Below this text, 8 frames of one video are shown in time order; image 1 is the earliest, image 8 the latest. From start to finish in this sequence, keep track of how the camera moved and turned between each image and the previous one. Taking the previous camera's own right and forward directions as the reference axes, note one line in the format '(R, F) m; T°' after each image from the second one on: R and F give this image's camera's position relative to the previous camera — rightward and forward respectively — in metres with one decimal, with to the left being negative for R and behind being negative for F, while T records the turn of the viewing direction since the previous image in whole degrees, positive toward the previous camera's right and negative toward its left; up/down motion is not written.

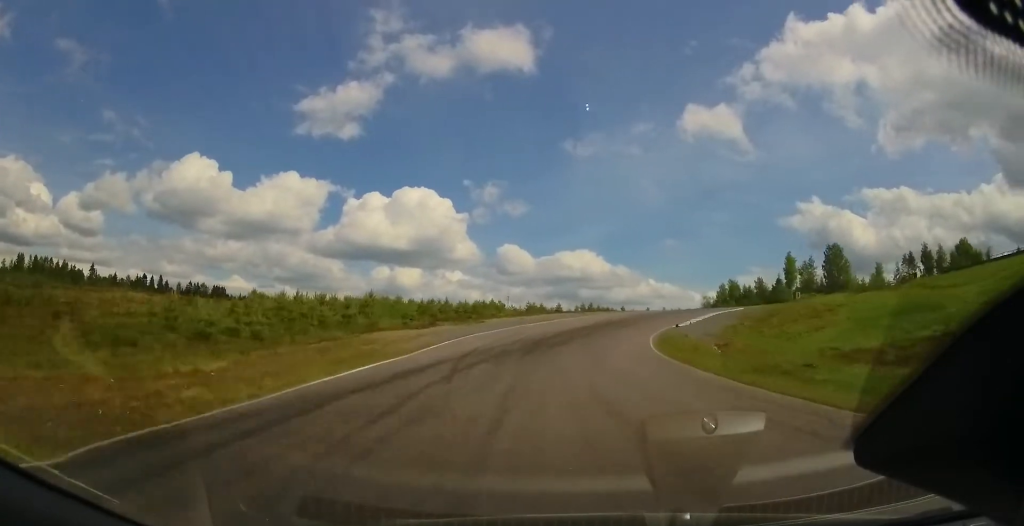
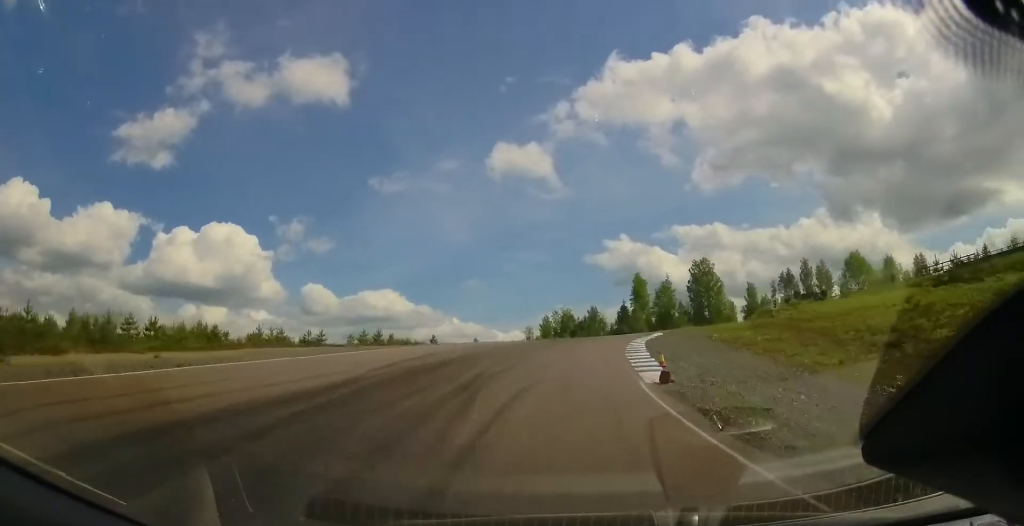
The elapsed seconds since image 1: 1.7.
(+5.7, +40.3) m; +16°
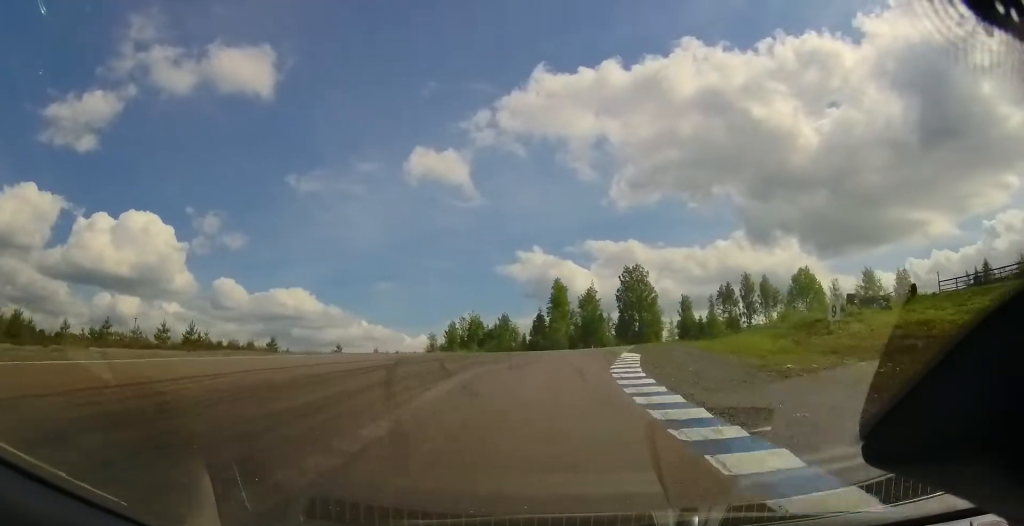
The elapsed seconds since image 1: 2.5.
(+1.5, +18.5) m; +12°
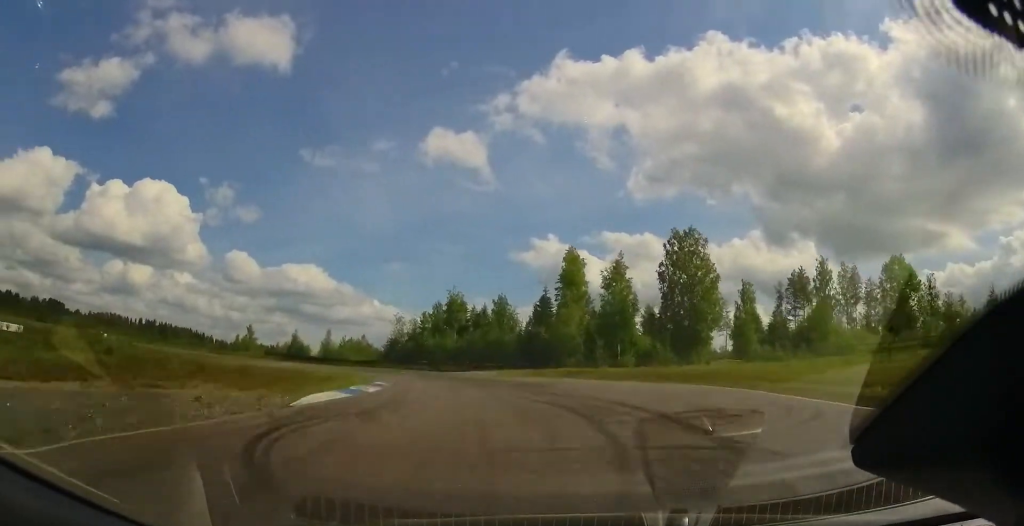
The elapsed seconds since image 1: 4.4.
(+7.2, +38.6) m; +9°
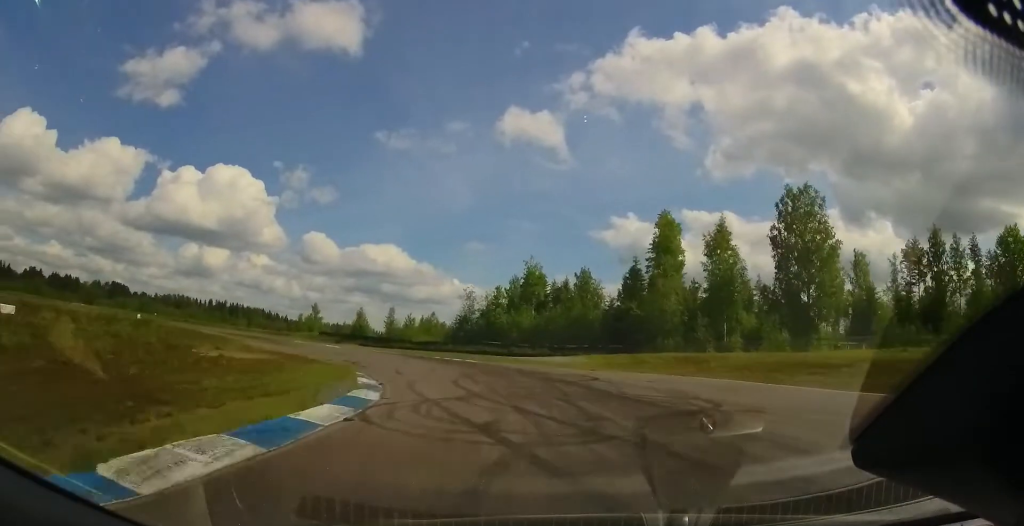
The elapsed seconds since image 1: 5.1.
(-0.4, +13.1) m; -6°
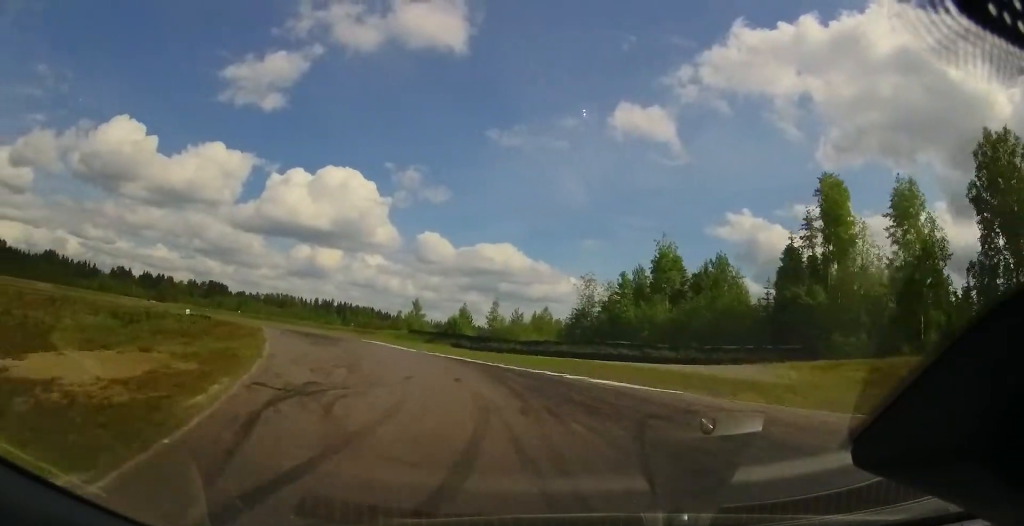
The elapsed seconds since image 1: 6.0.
(-1.4, +18.6) m; -9°
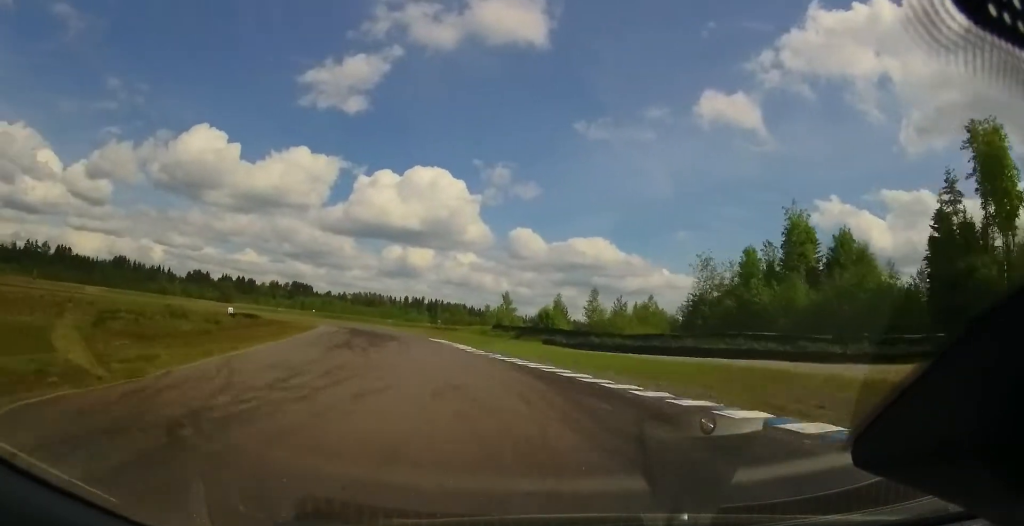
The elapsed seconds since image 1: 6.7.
(-0.8, +14.5) m; -8°
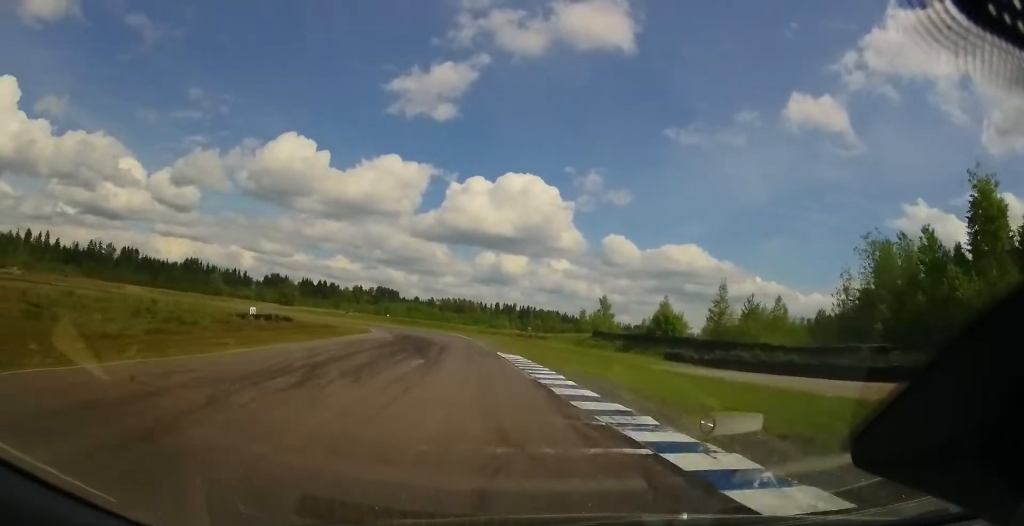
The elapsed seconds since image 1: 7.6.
(-2.2, +18.6) m; -13°
